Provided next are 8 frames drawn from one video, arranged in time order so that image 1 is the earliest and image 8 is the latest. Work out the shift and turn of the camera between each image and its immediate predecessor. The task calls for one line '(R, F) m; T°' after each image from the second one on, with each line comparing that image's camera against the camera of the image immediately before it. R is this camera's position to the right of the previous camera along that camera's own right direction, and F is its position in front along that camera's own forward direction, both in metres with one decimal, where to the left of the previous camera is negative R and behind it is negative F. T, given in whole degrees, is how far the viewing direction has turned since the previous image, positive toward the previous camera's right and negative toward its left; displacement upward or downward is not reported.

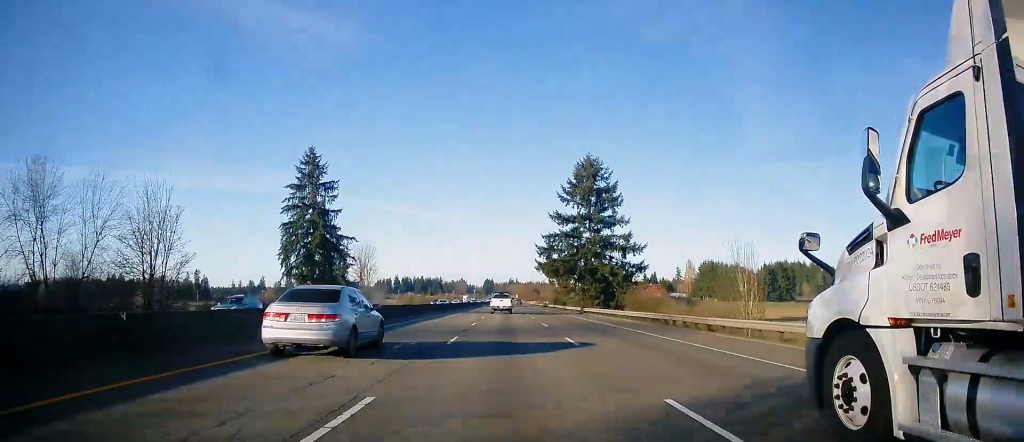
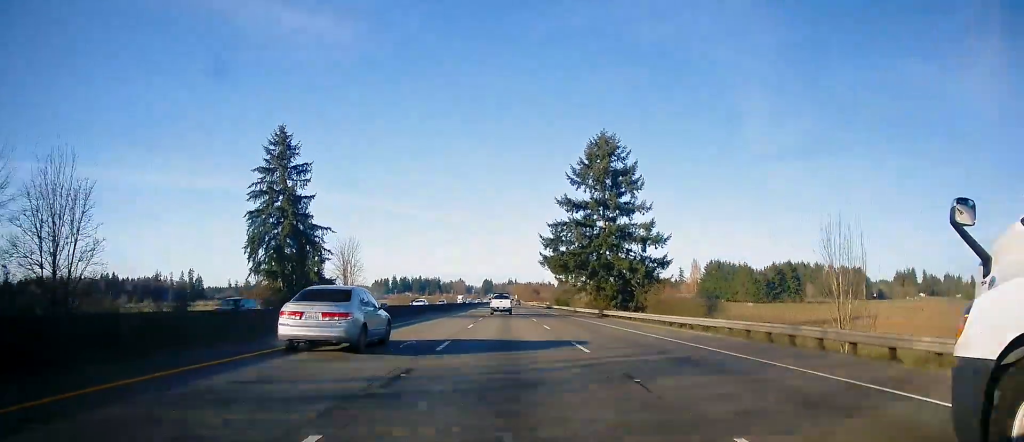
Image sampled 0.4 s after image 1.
(0.0, +14.3) m; 0°
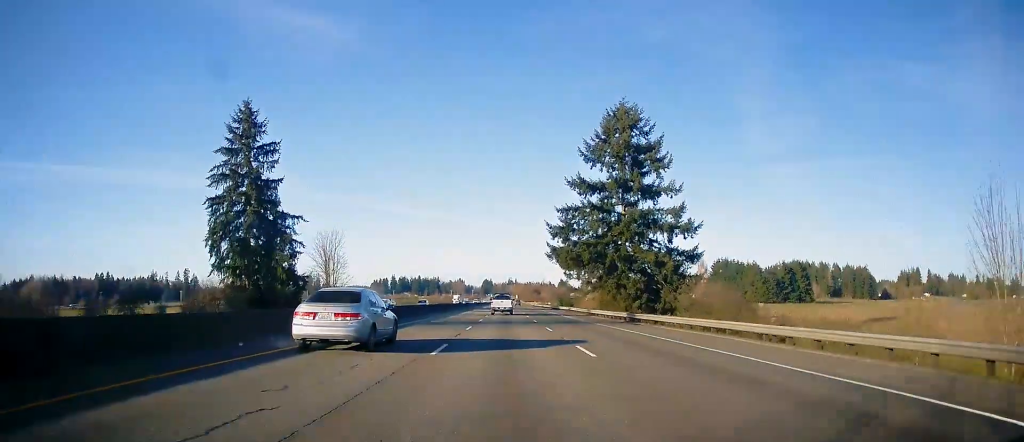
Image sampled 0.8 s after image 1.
(0.0, +13.2) m; 0°
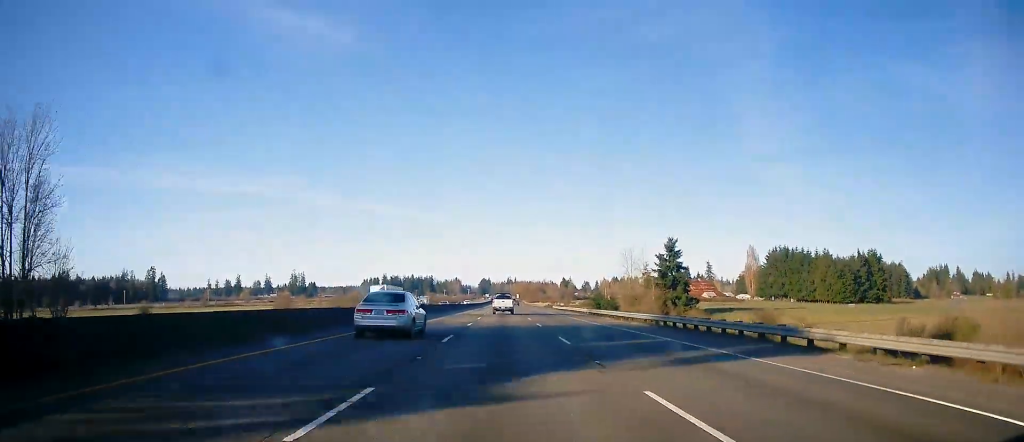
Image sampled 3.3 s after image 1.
(-0.3, +81.8) m; 0°
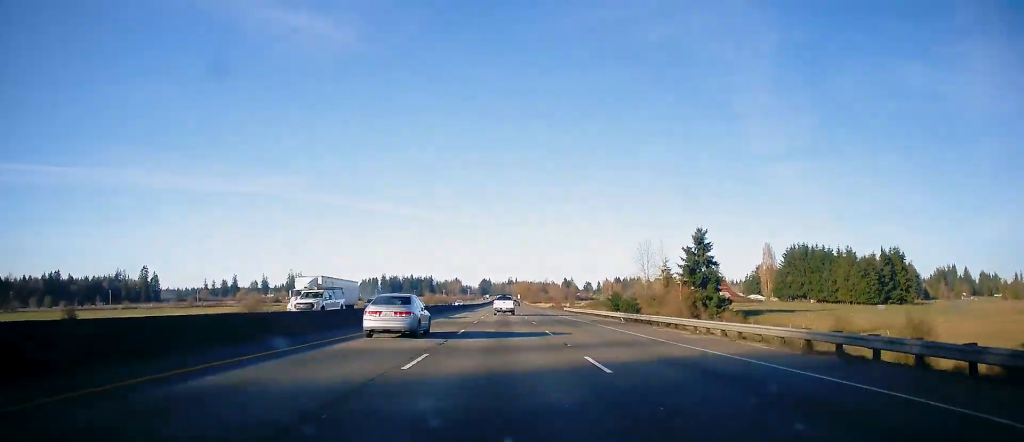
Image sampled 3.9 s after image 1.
(0.0, +18.8) m; 0°
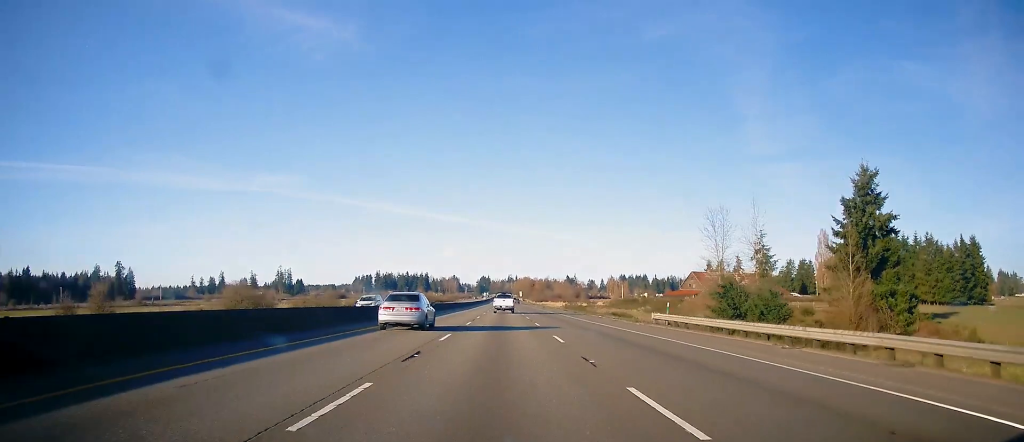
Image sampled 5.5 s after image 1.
(0.0, +54.0) m; 0°
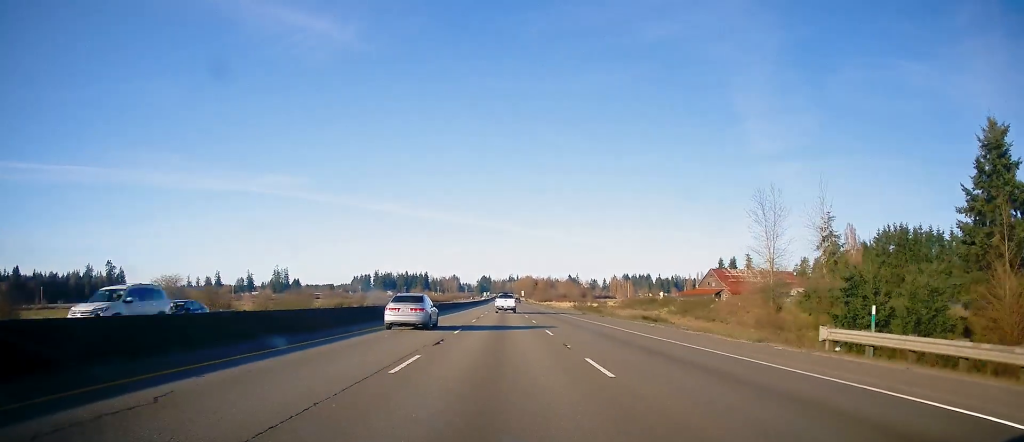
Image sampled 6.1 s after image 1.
(0.0, +19.8) m; 0°
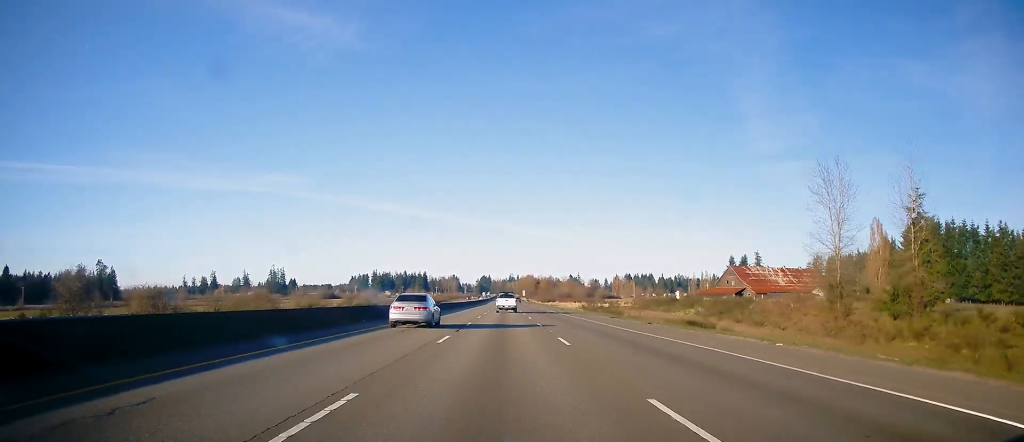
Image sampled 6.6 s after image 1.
(0.0, +17.7) m; 0°
